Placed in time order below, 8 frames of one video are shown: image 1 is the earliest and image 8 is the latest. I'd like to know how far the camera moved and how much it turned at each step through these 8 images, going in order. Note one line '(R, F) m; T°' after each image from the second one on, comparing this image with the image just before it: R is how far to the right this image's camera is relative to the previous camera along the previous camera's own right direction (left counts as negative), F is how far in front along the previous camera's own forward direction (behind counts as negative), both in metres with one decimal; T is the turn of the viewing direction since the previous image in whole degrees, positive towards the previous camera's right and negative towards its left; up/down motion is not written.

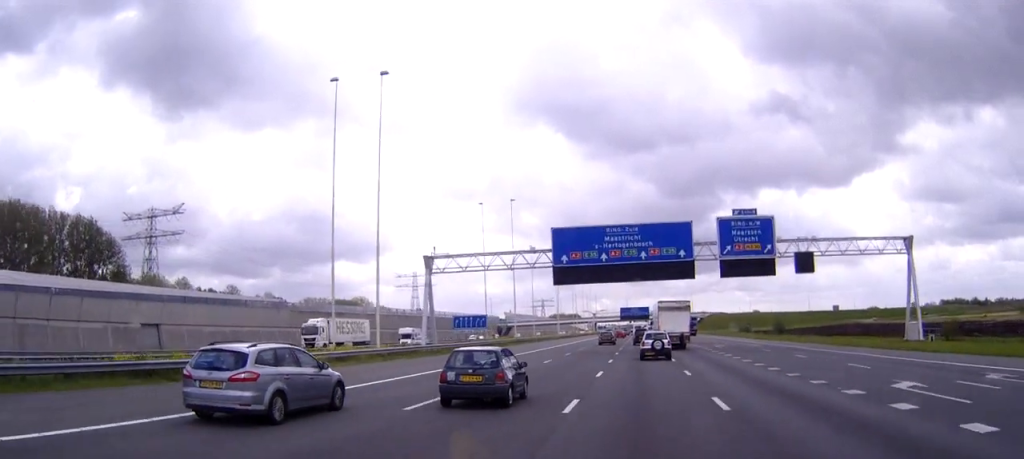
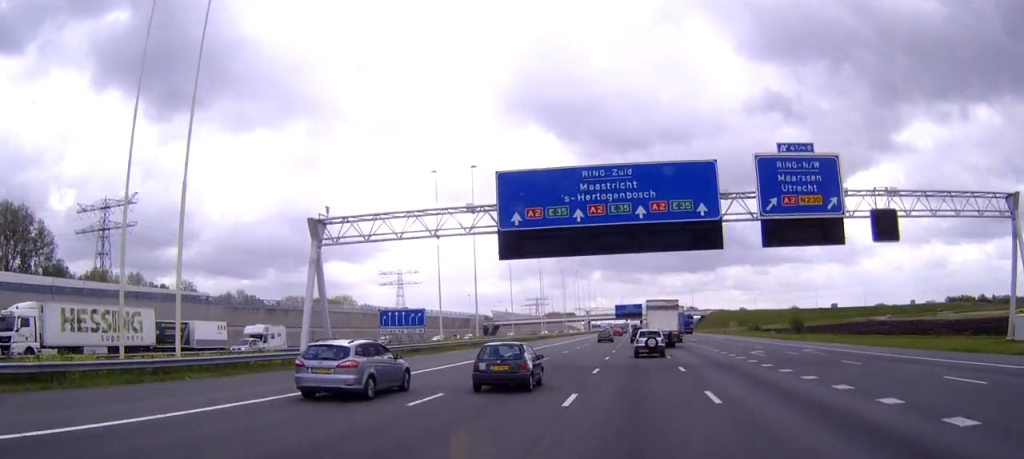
(+0.1, +23.1) m; 0°
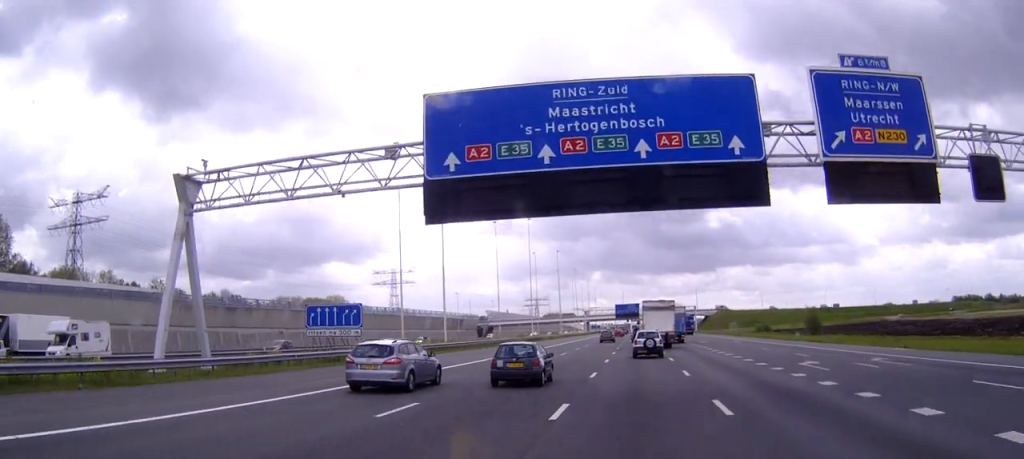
(0.0, +14.2) m; 0°
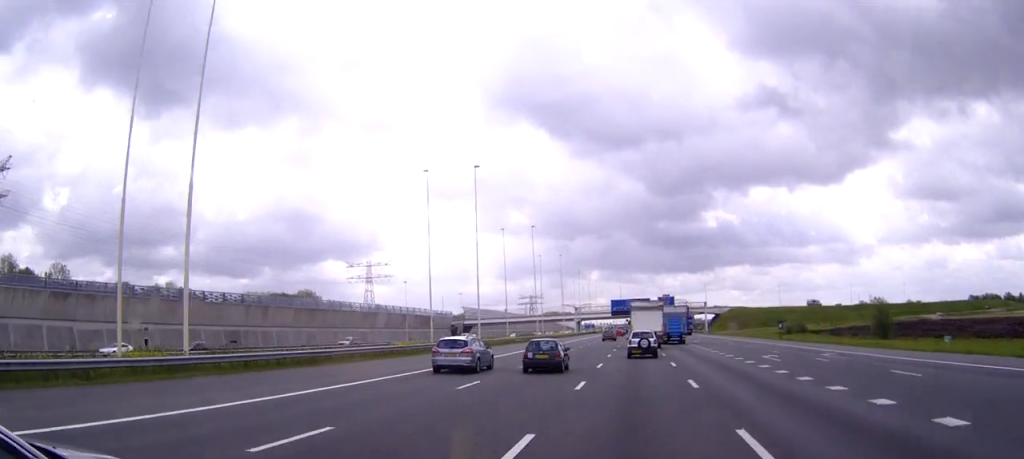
(0.0, +41.4) m; 0°
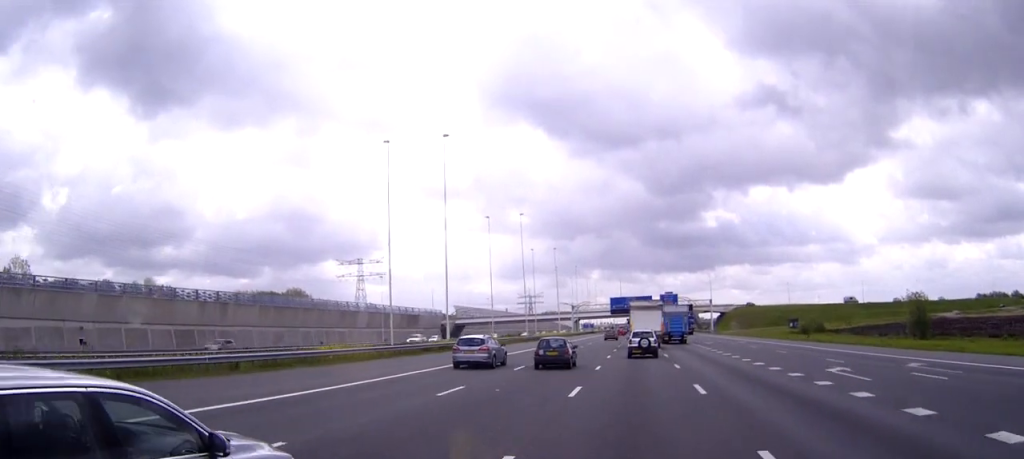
(0.0, +14.3) m; 0°
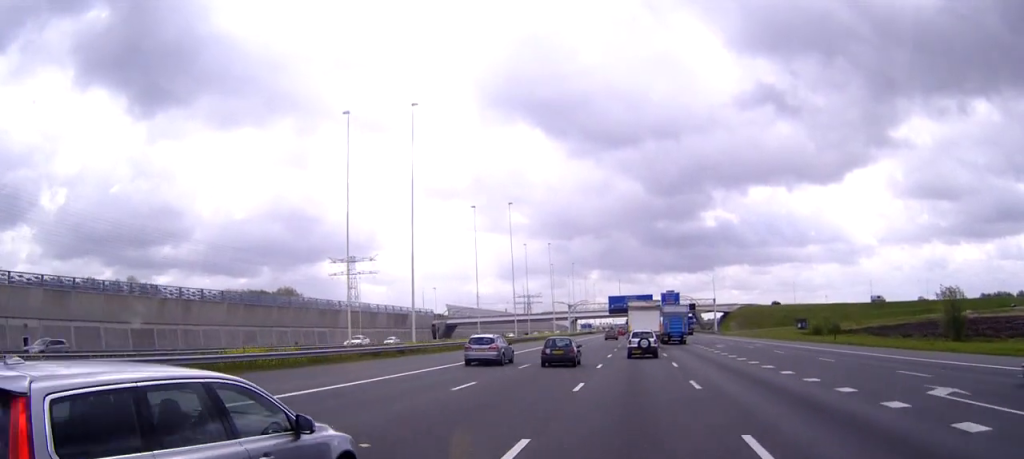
(0.0, +10.6) m; 0°
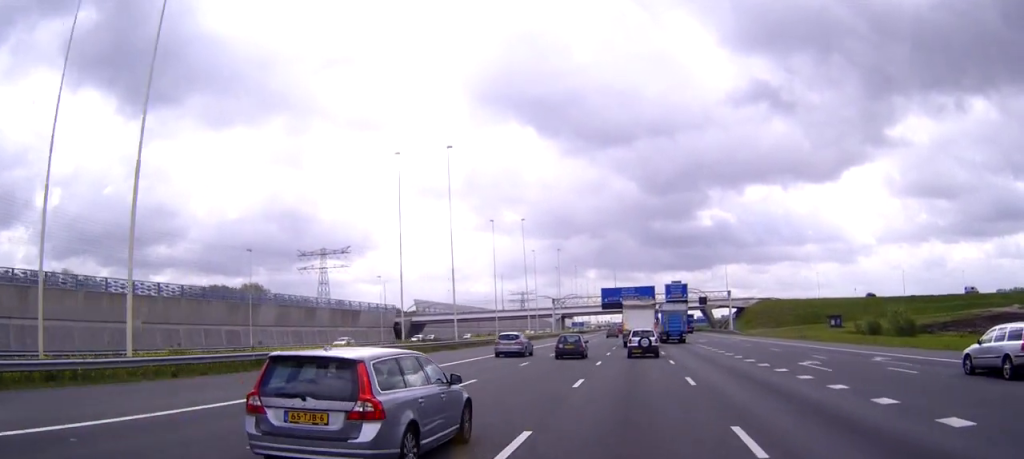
(0.0, +35.0) m; 0°
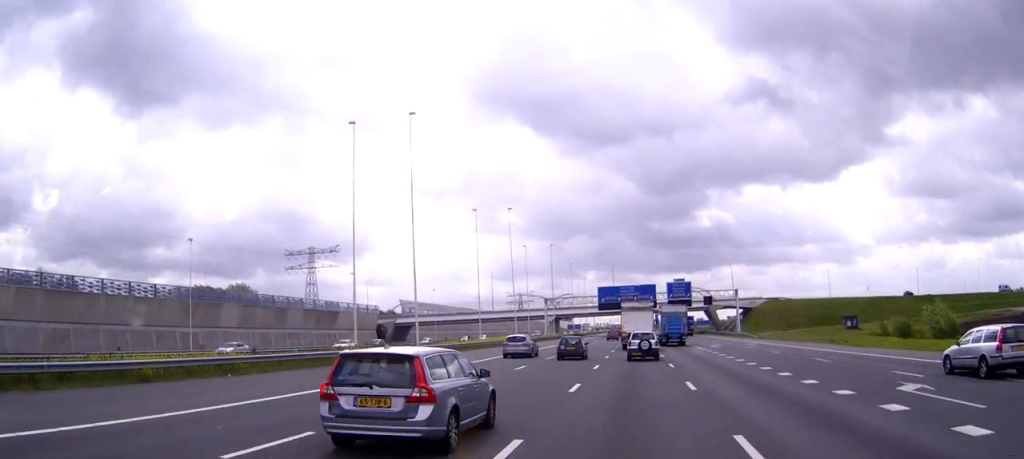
(0.0, +12.7) m; 0°
